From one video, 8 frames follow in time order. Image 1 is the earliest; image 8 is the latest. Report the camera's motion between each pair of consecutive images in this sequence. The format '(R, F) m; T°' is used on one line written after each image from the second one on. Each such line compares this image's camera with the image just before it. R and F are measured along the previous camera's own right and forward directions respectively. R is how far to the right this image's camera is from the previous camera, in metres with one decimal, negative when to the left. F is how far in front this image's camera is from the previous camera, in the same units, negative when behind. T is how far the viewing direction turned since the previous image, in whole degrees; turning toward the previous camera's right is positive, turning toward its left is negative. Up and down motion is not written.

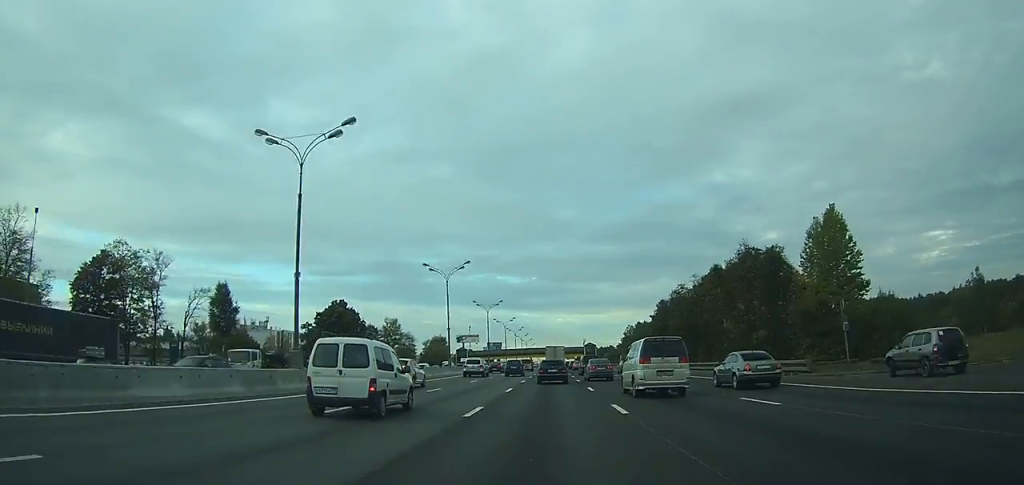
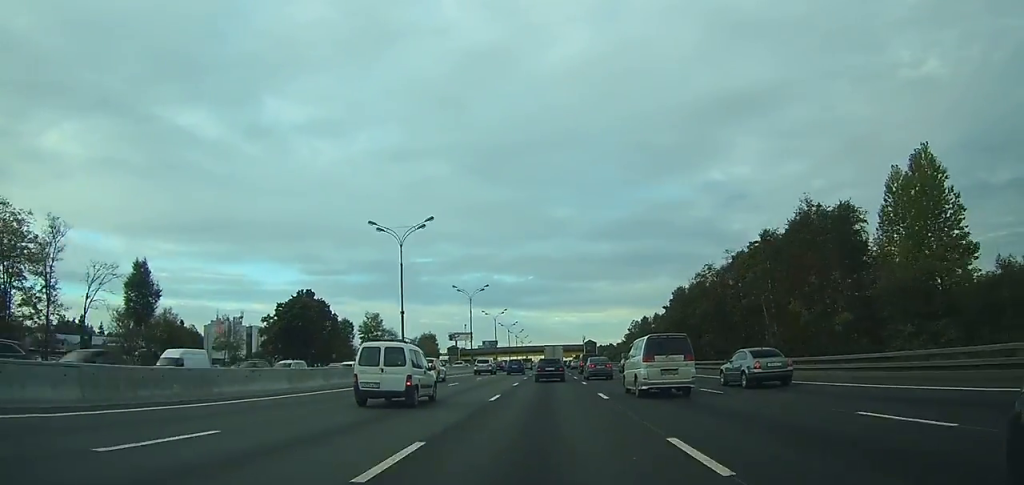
(0.0, +20.9) m; 0°
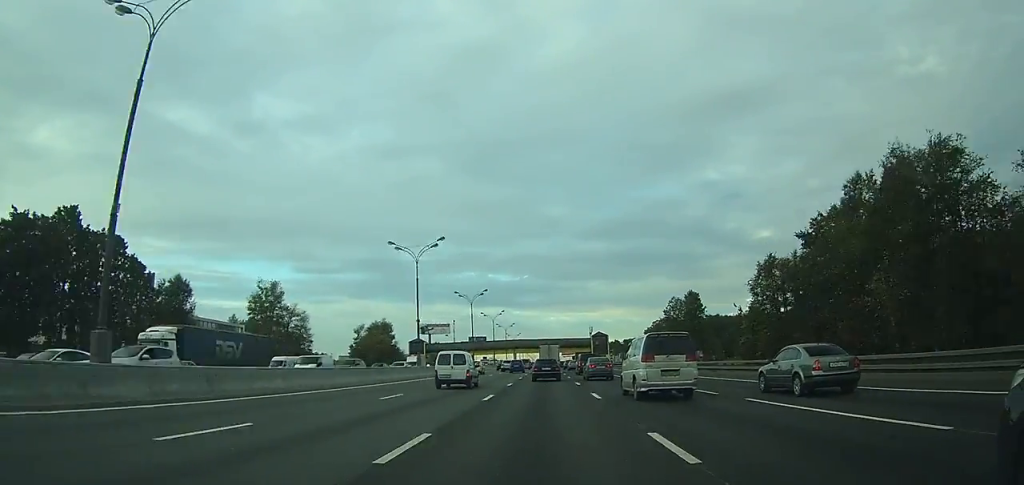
(+0.3, +71.2) m; 0°
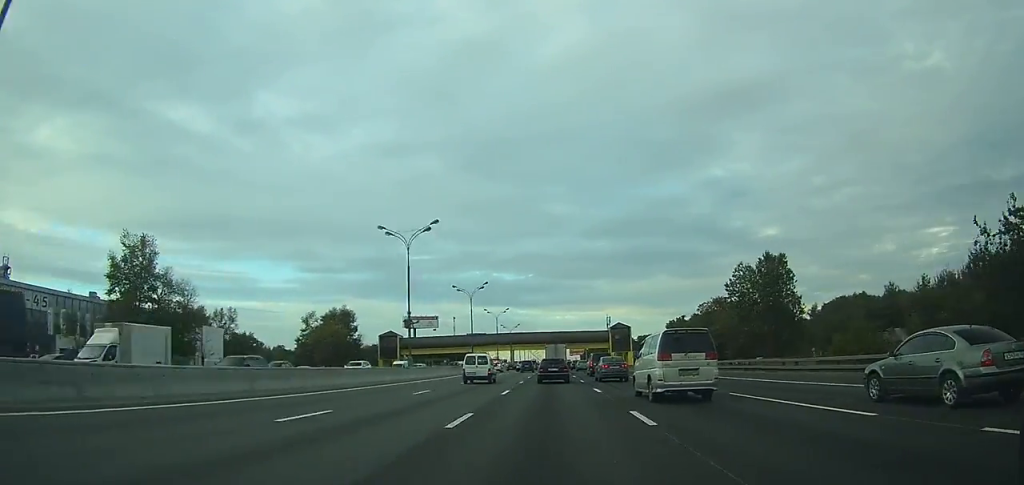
(-0.1, +42.7) m; 0°
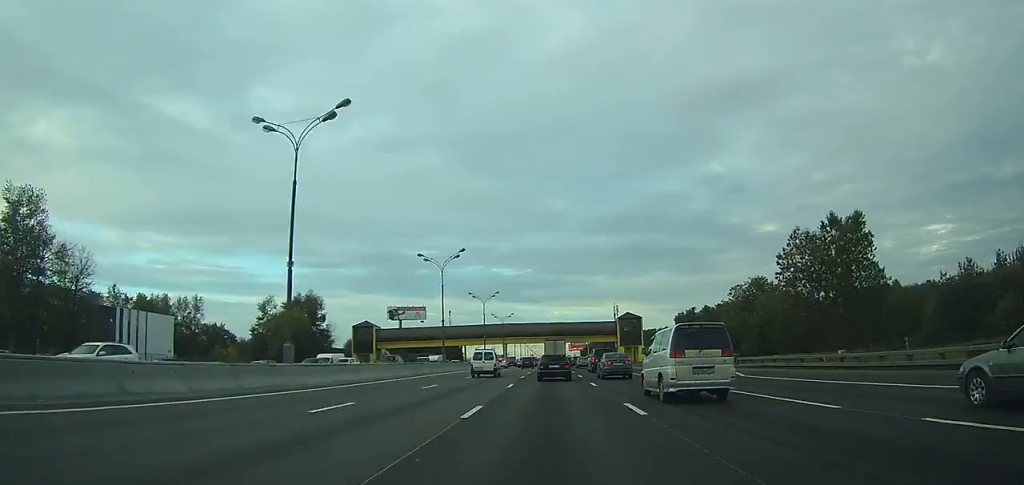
(0.0, +22.2) m; 0°
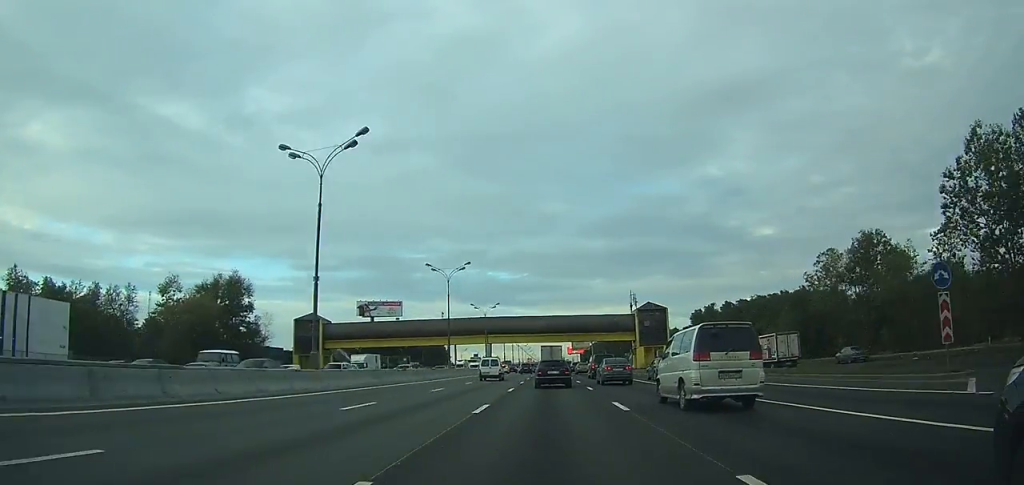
(-0.1, +35.6) m; 0°
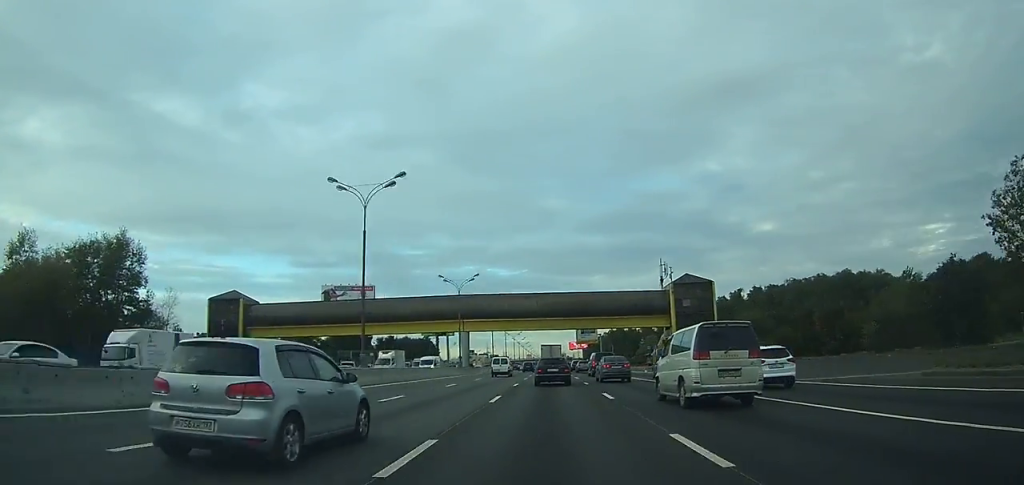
(-0.1, +33.3) m; 0°
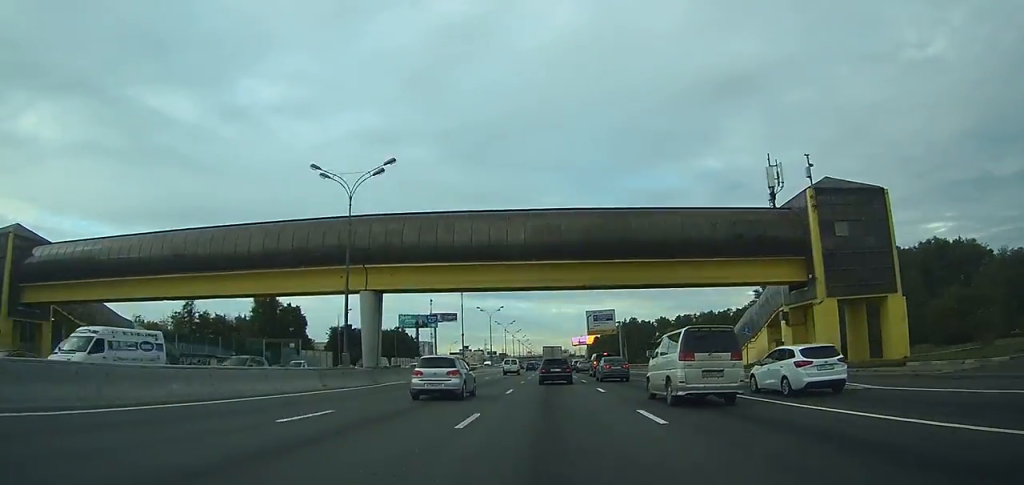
(+0.2, +43.4) m; 0°
